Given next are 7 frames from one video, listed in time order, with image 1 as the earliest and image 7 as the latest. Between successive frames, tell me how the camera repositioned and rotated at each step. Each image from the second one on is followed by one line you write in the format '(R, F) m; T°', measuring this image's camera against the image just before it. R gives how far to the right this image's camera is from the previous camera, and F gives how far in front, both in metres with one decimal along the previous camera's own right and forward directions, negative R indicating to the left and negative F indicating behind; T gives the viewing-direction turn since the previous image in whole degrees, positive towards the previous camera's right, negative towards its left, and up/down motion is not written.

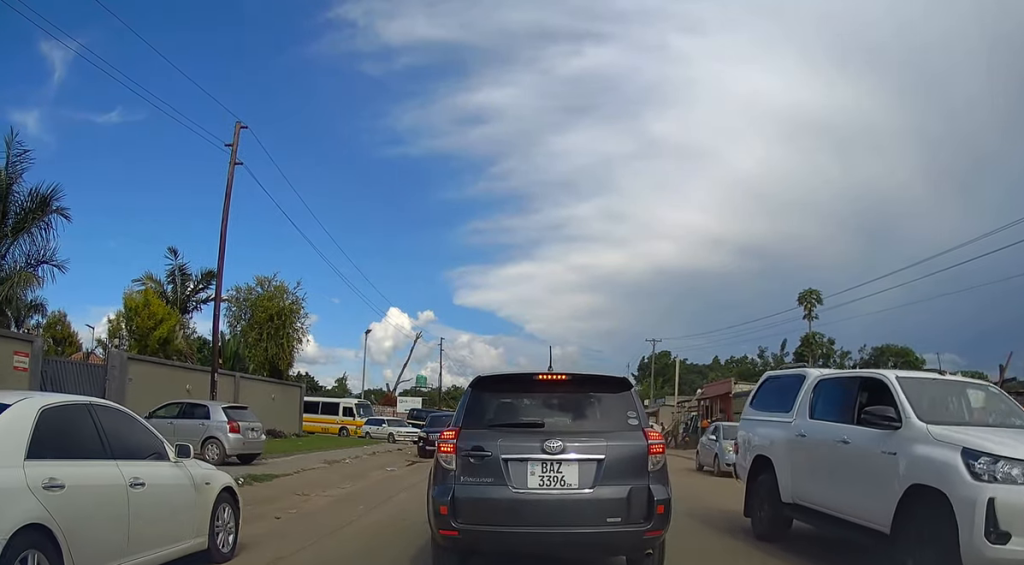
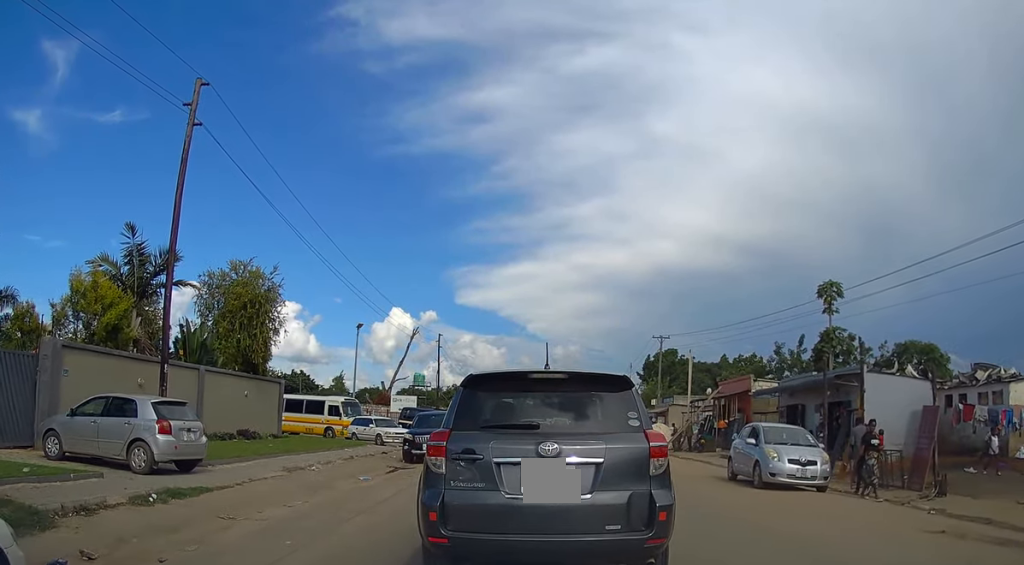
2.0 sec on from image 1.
(-0.1, +3.3) m; 0°
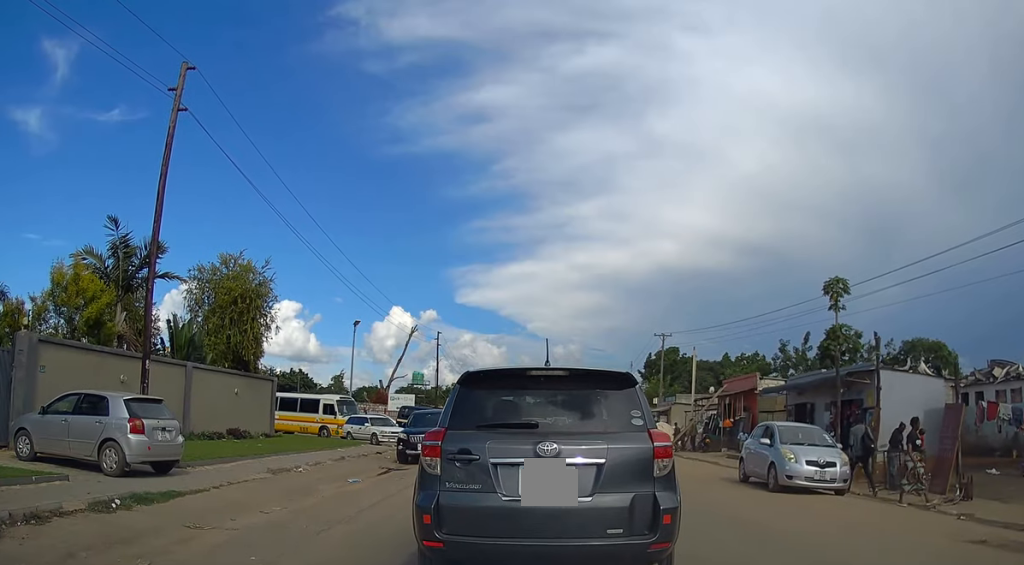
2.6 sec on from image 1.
(+0.1, +0.9) m; +1°
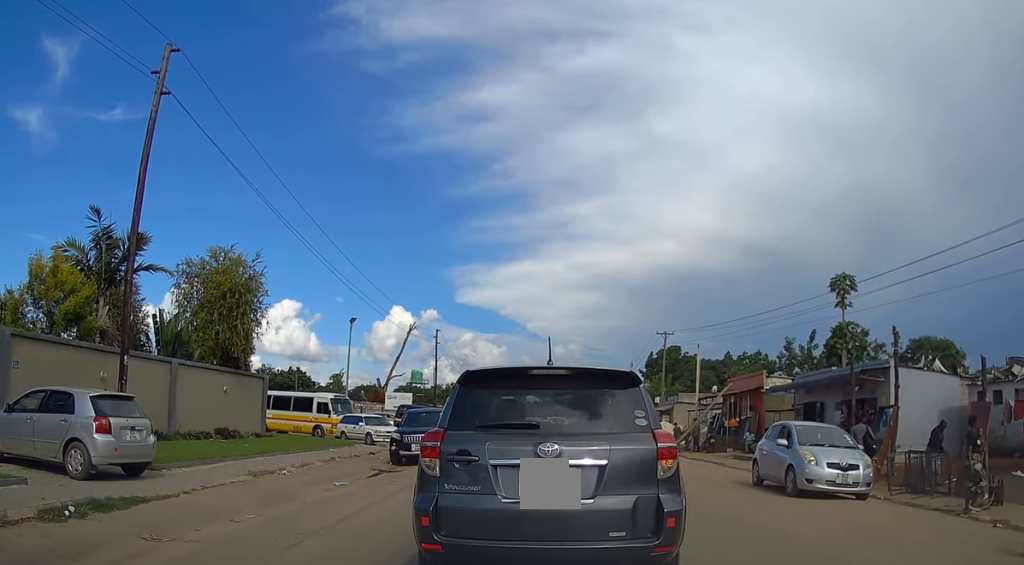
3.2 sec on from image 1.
(0.0, +1.0) m; 0°
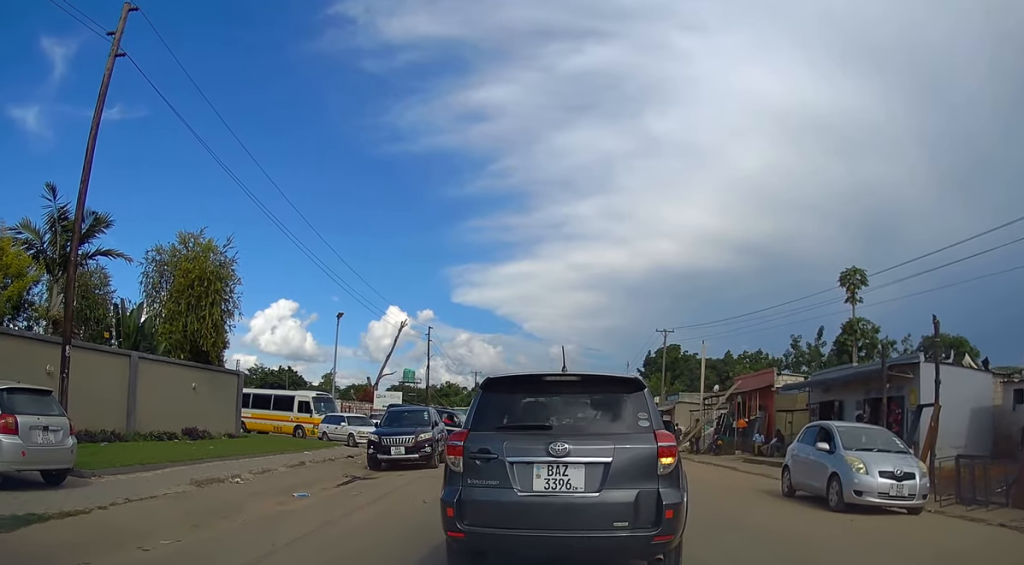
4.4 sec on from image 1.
(-0.1, +2.3) m; 0°
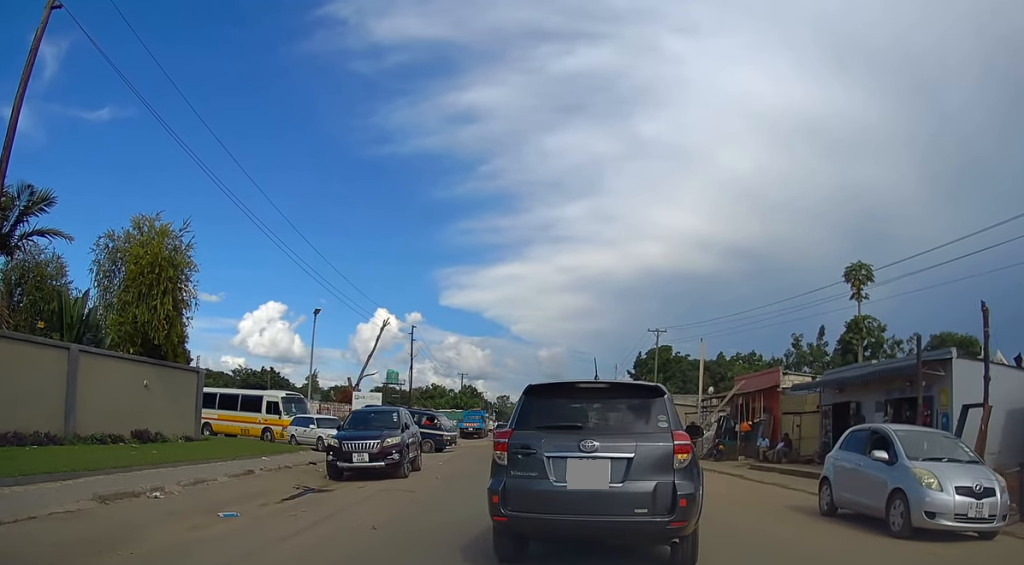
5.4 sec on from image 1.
(0.0, +2.4) m; +2°
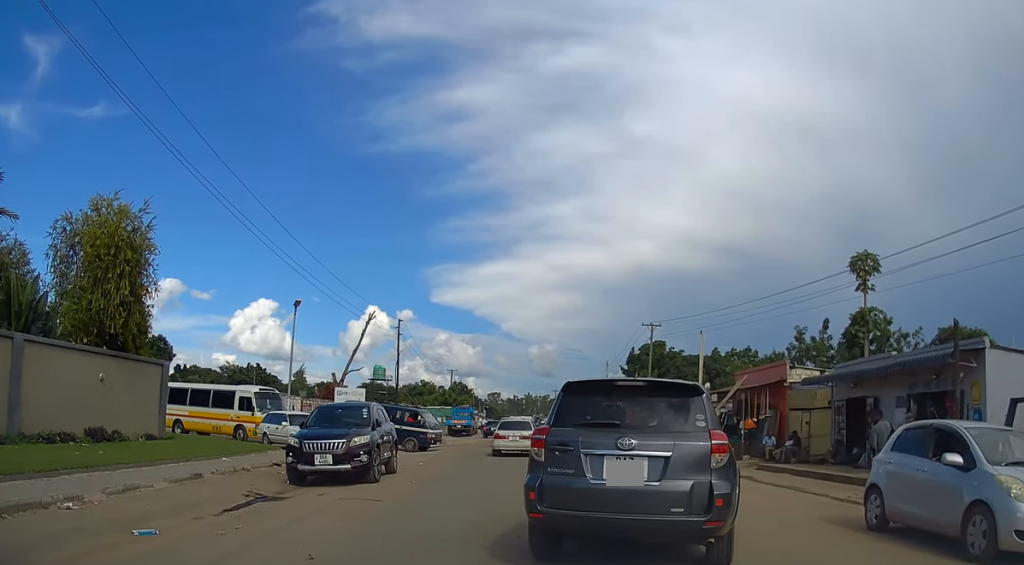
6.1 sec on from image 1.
(0.0, +1.8) m; +2°
